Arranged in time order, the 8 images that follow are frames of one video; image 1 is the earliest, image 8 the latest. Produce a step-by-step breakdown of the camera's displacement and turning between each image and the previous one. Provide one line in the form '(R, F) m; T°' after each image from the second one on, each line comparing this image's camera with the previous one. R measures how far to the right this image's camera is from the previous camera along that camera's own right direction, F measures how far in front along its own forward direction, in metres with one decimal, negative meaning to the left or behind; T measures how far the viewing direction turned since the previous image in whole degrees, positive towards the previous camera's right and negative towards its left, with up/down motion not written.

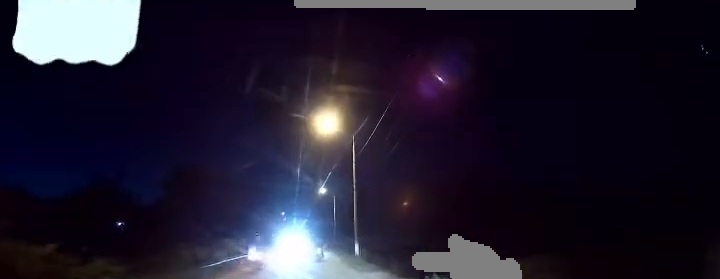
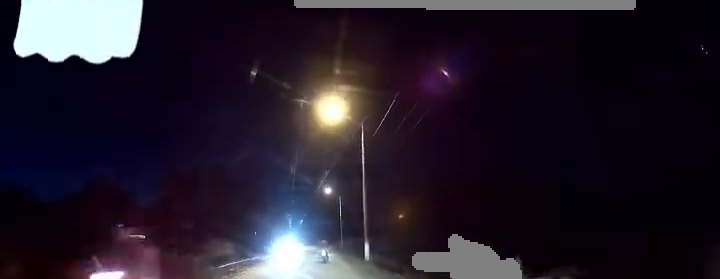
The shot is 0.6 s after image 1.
(0.0, +3.1) m; 0°
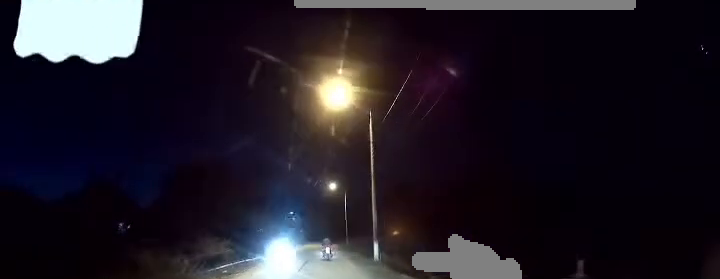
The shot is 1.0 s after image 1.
(0.0, +2.2) m; 0°
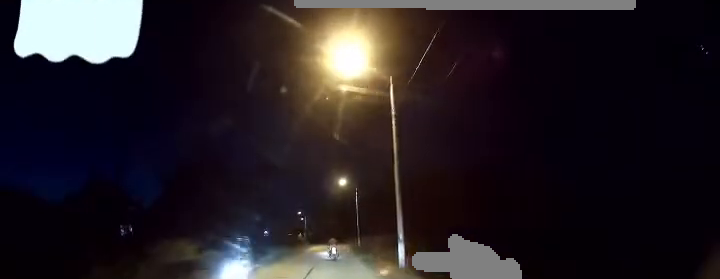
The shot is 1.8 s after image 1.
(0.0, +4.7) m; -3°
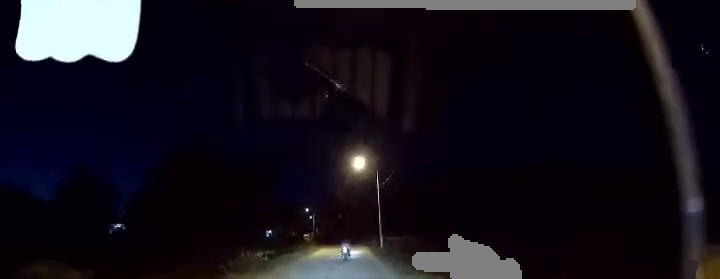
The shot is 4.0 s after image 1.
(-1.0, +12.7) m; -1°
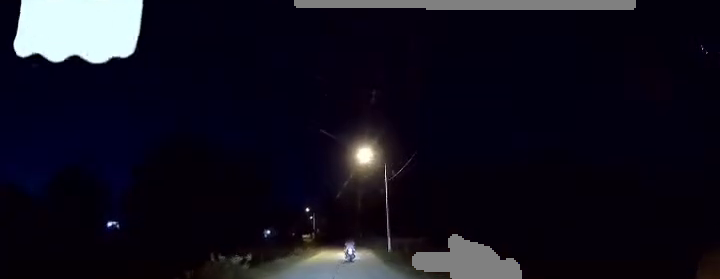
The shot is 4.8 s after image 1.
(+0.2, +4.3) m; +3°
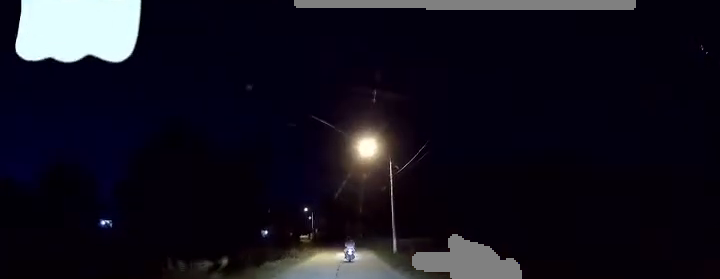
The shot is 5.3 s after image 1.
(0.0, +3.3) m; 0°
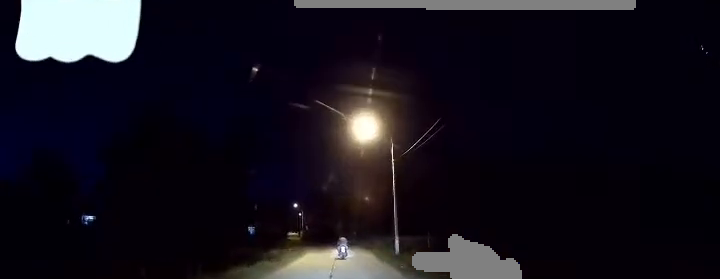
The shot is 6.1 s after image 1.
(0.0, +4.6) m; 0°
